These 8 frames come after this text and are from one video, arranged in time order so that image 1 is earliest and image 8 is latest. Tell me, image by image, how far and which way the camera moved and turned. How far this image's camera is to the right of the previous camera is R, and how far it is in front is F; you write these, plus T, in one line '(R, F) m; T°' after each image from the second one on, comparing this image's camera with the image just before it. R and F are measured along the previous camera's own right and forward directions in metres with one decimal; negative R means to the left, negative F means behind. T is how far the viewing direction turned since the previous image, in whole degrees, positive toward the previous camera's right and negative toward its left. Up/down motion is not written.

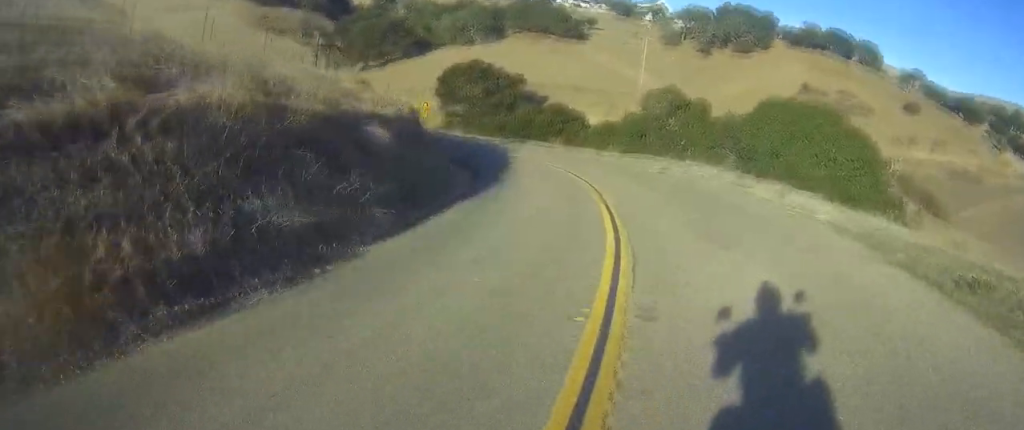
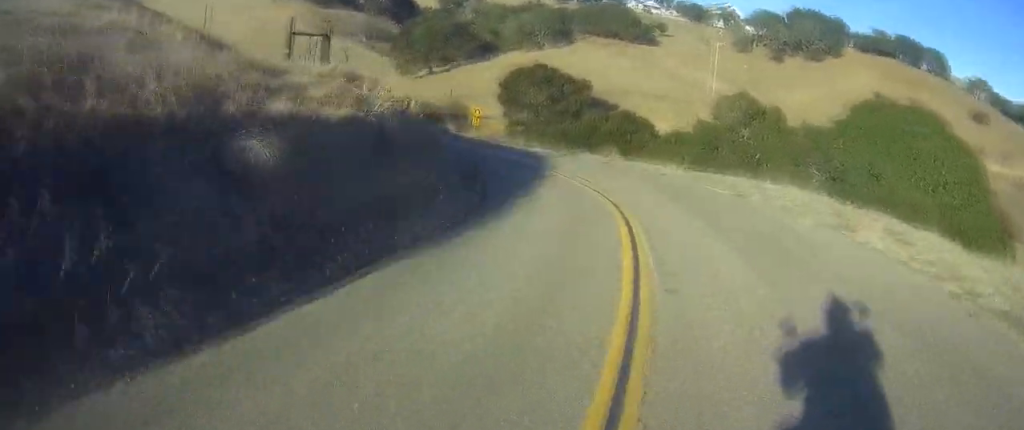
(-0.3, +5.5) m; -5°
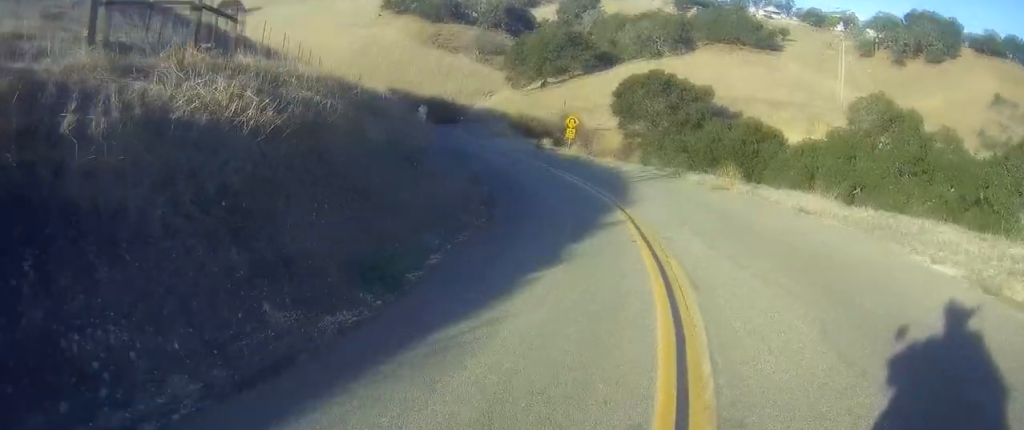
(0.0, +10.1) m; -10°
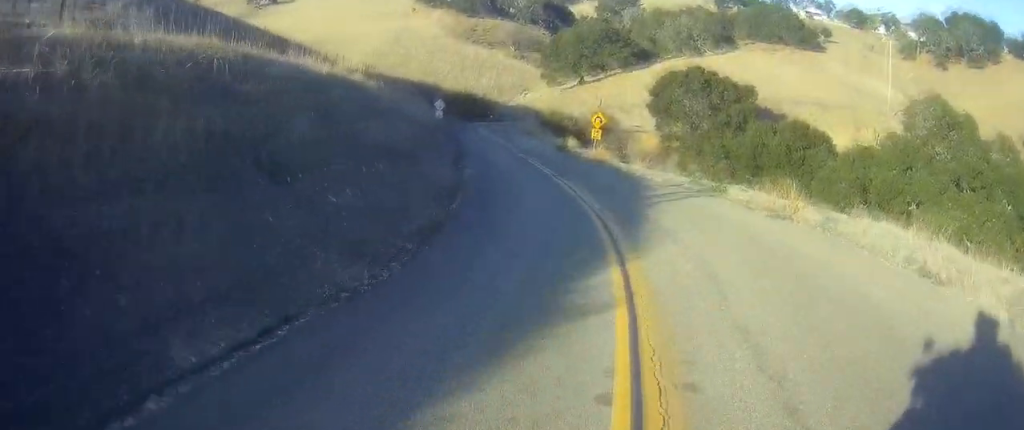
(-0.9, +6.2) m; -7°
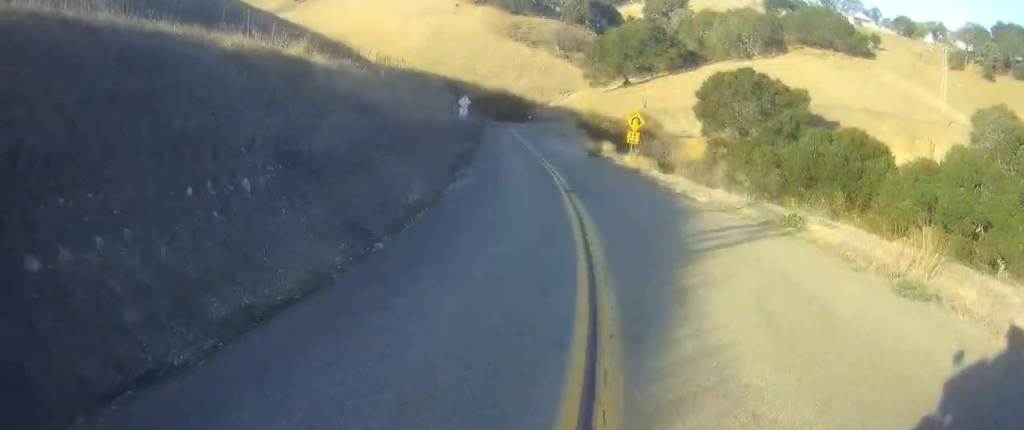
(-0.5, +6.4) m; -7°
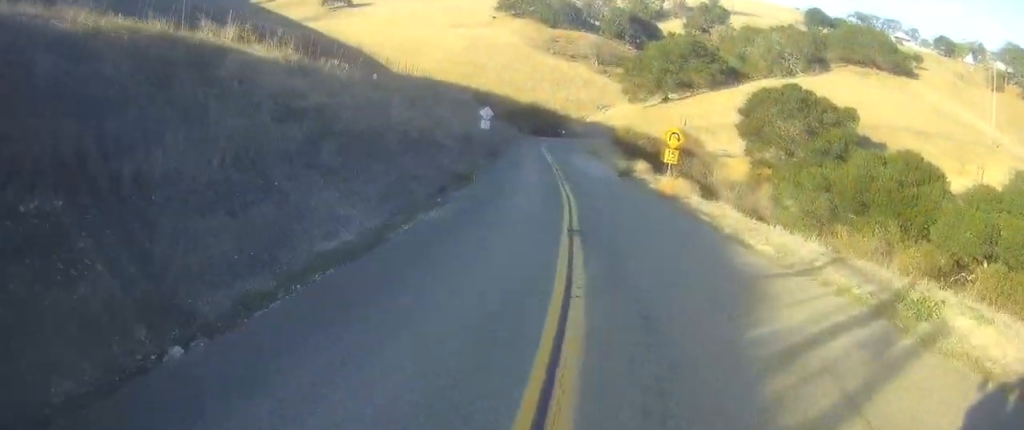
(-0.3, +5.6) m; -3°
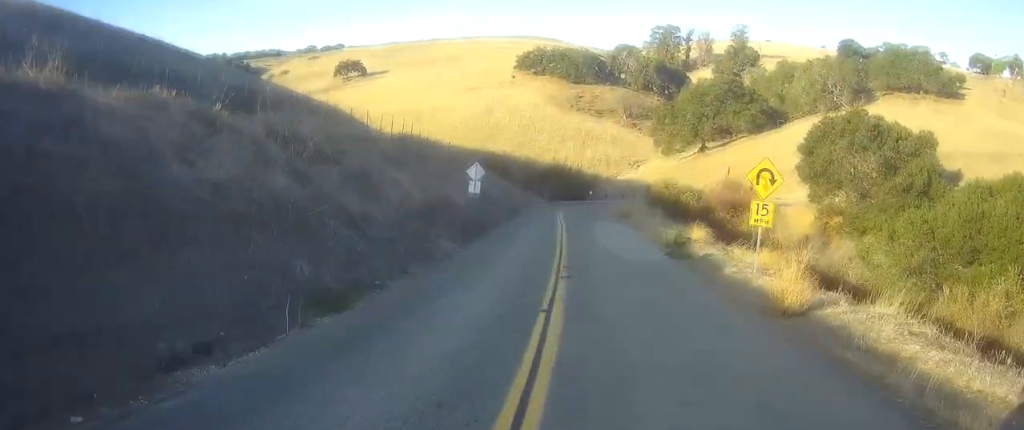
(-1.0, +14.3) m; -6°
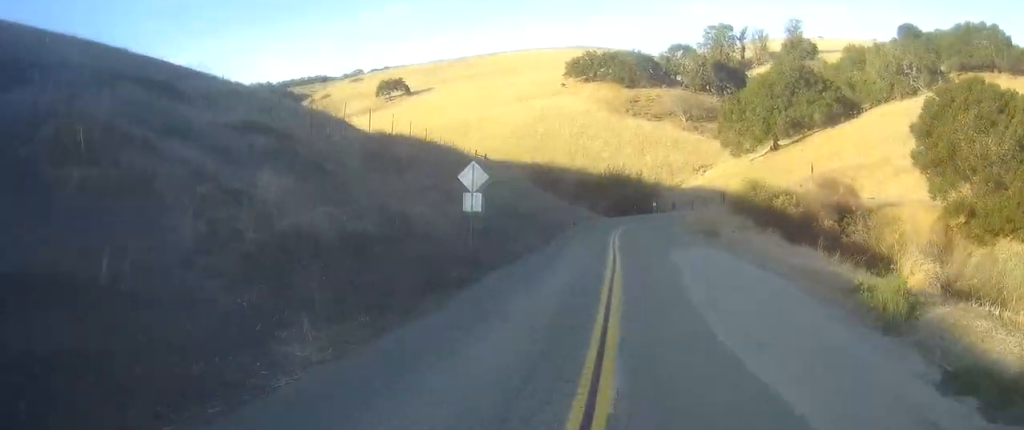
(-0.6, +14.9) m; -2°
